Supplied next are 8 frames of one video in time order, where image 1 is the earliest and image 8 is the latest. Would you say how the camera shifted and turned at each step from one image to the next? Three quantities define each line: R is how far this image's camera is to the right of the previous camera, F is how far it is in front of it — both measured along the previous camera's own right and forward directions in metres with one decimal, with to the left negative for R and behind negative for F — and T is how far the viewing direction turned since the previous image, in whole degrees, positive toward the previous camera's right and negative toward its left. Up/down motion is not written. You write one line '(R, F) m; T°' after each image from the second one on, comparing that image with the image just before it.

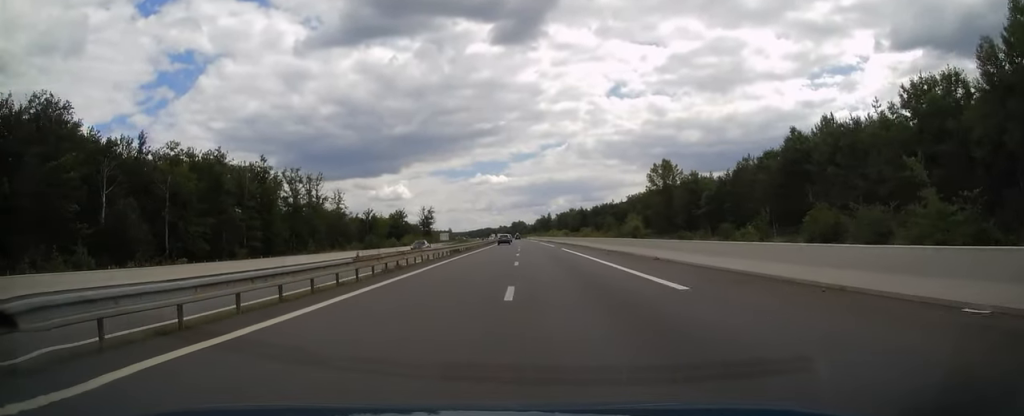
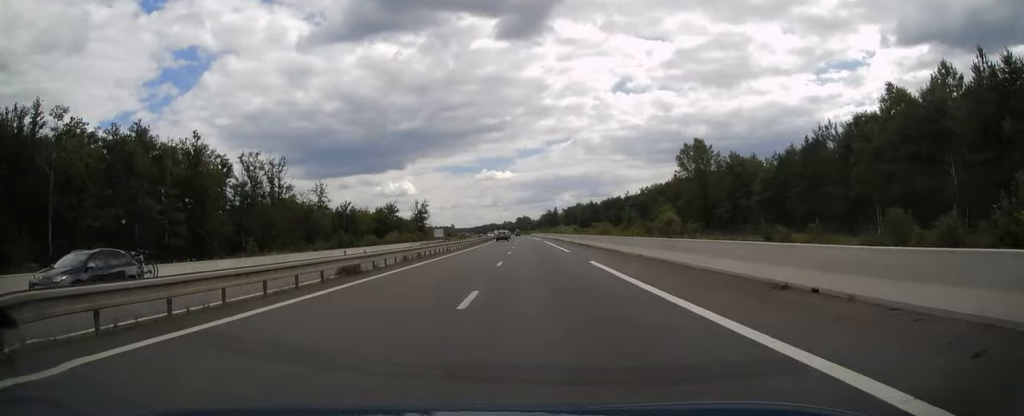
(-0.1, +27.6) m; 0°
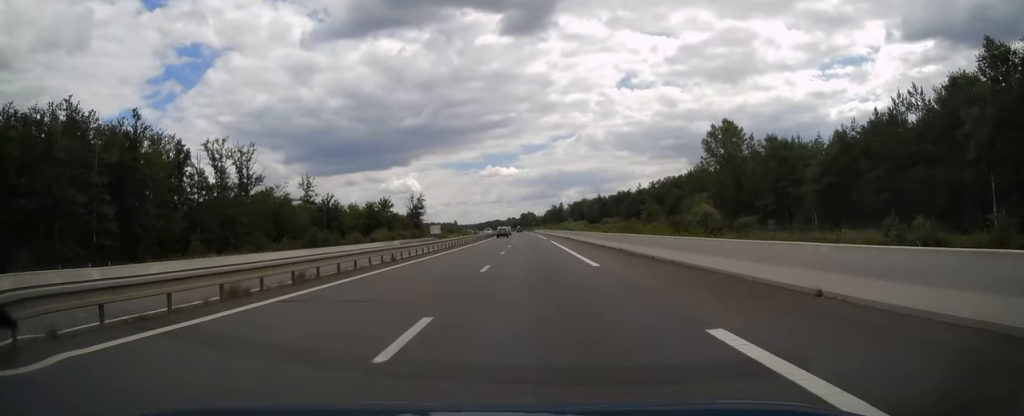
(0.0, +17.7) m; 0°
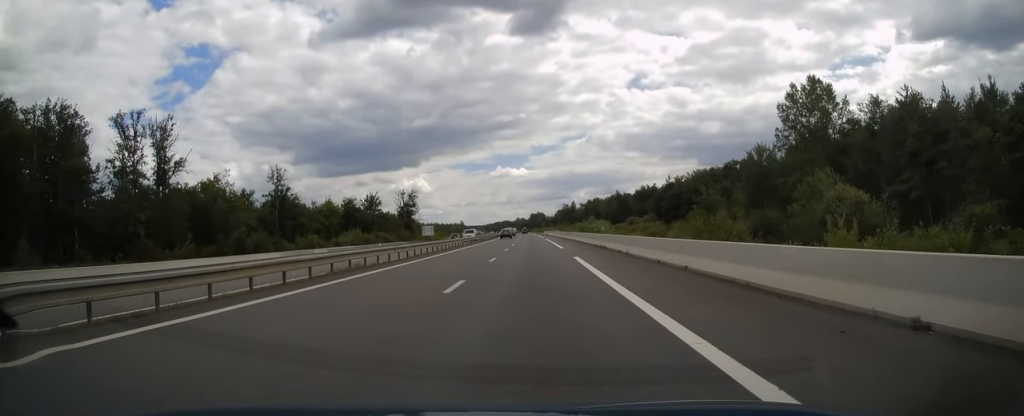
(-0.2, +32.4) m; -1°
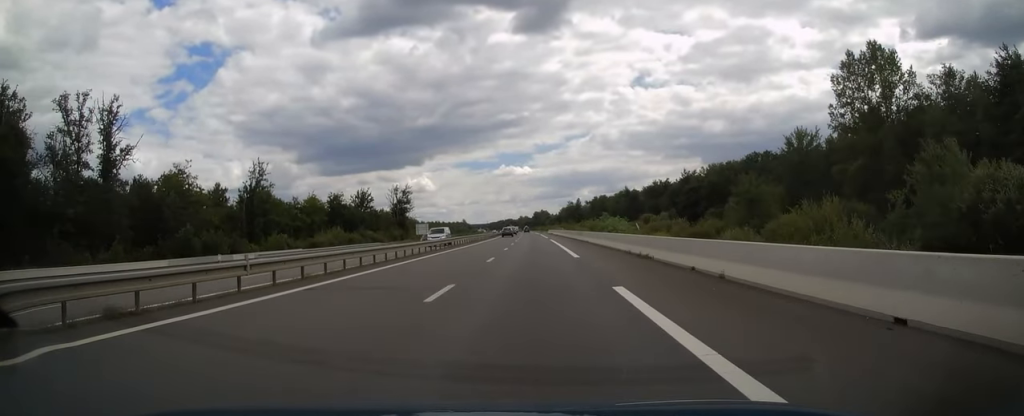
(-0.1, +14.7) m; 0°
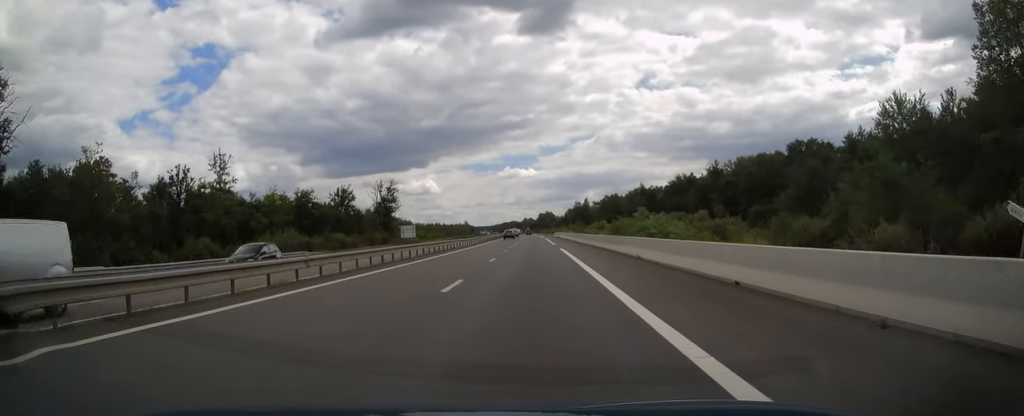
(-0.1, +24.5) m; -1°
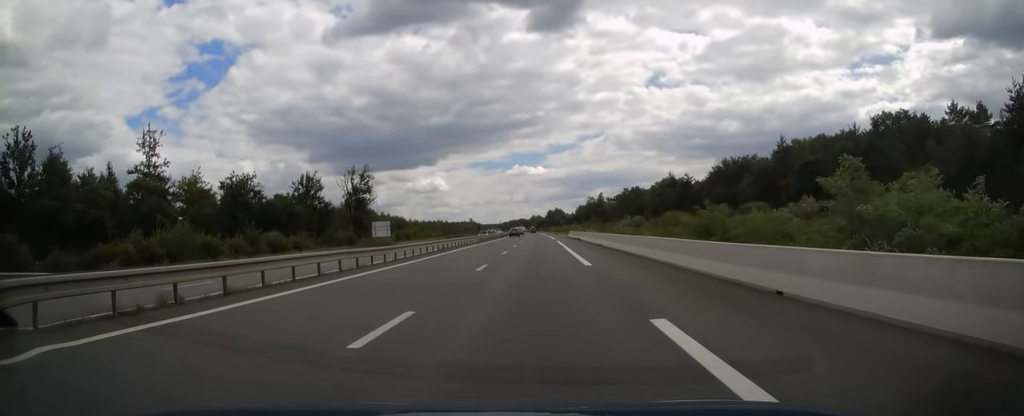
(-0.2, +33.0) m; -1°
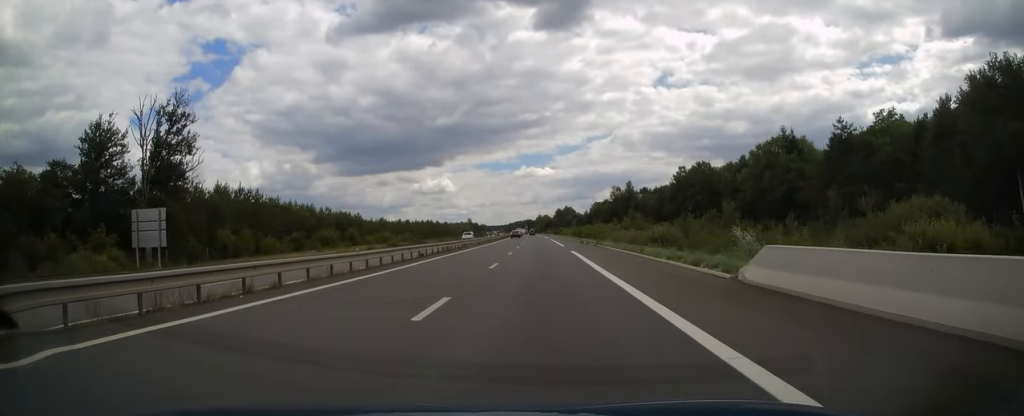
(-0.9, +76.2) m; -1°
